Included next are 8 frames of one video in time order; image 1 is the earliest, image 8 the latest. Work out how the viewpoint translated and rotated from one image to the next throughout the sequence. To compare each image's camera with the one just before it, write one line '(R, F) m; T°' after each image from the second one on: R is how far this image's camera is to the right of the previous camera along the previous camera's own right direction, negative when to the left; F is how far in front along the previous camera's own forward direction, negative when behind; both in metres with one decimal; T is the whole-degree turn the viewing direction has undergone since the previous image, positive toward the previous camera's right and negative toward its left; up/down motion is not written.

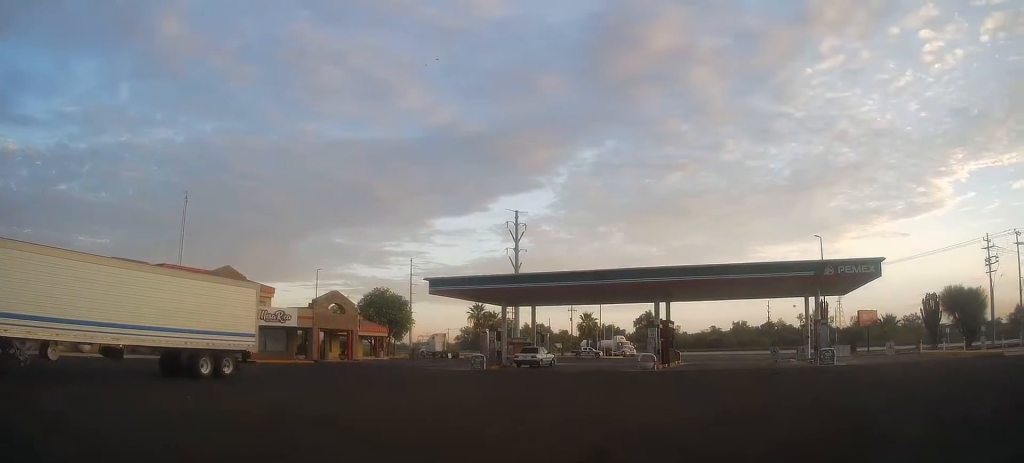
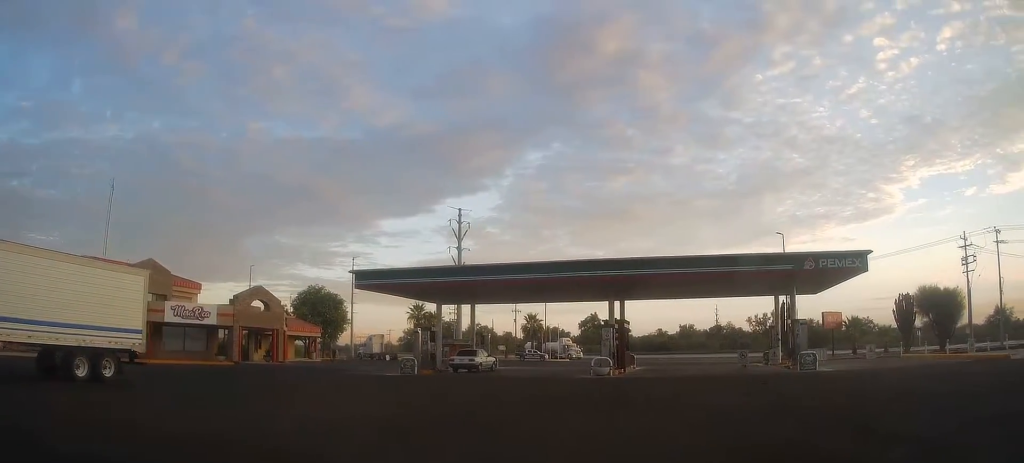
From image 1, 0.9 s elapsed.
(+0.3, +4.2) m; +11°
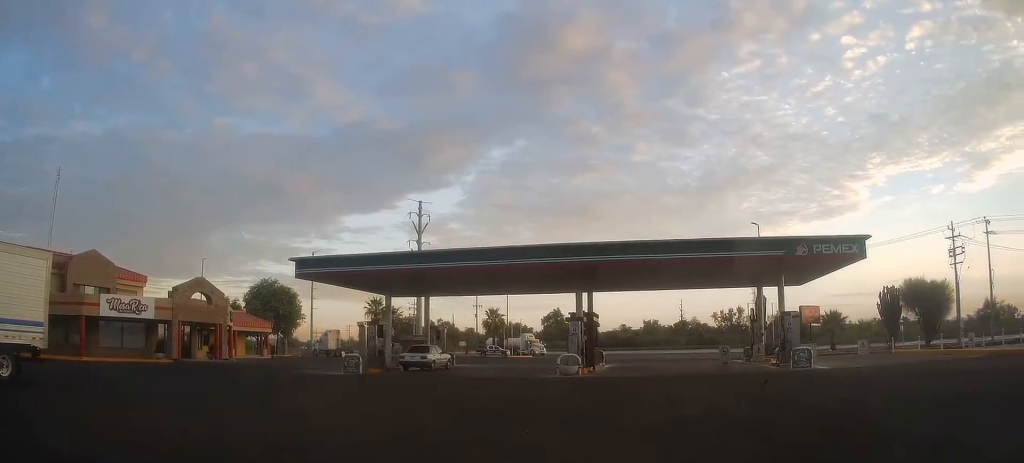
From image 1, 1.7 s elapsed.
(+0.2, +3.4) m; +8°
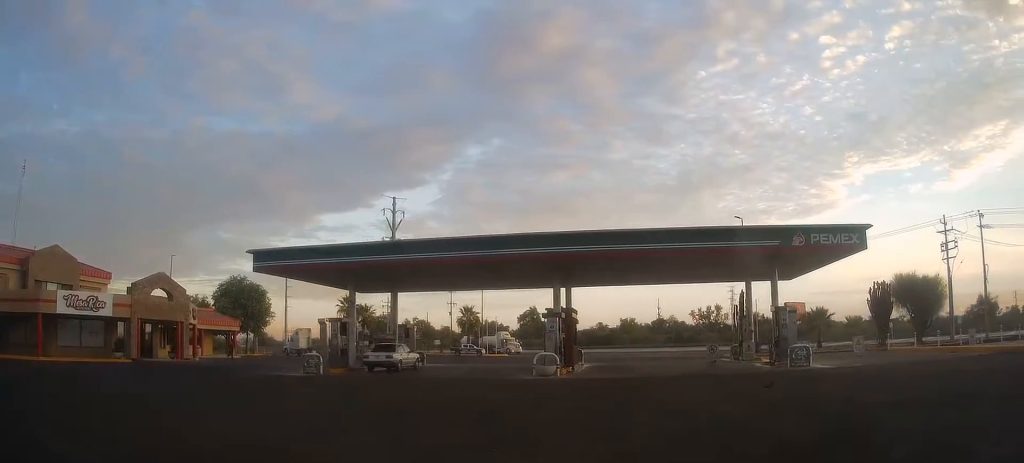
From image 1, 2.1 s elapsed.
(+0.3, +2.2) m; +5°
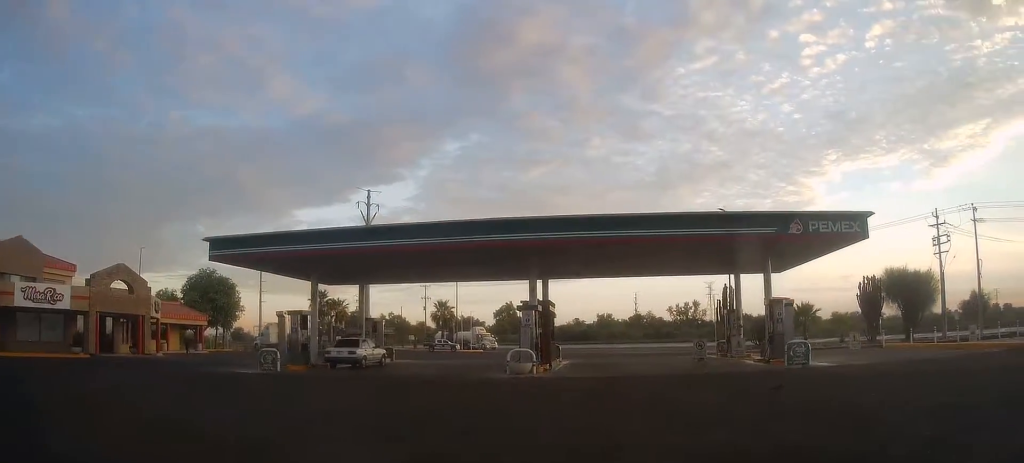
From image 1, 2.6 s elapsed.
(+0.1, +2.1) m; +2°
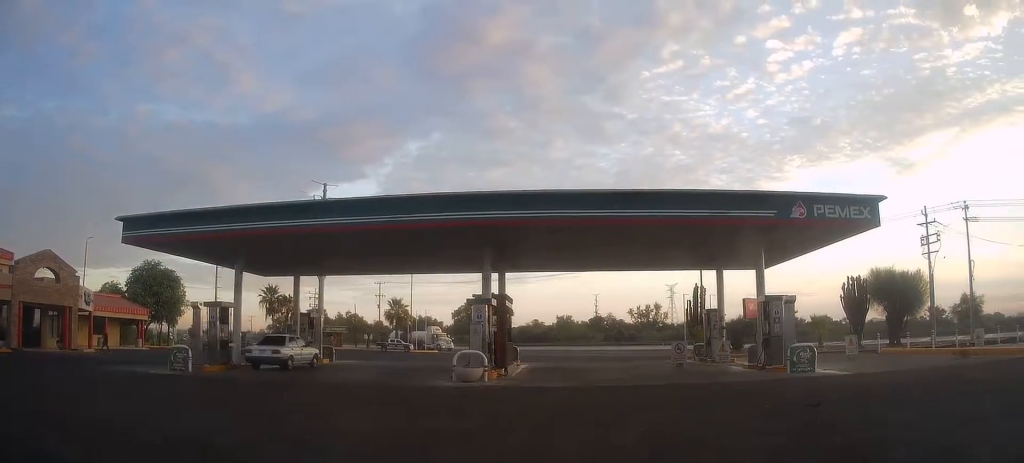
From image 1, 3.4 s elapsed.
(0.0, +3.9) m; 0°
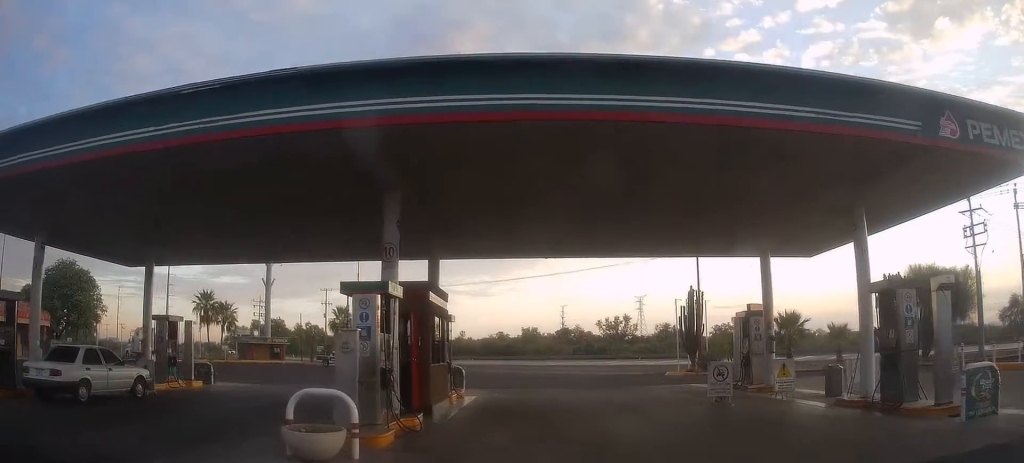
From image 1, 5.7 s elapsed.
(0.0, +10.3) m; 0°
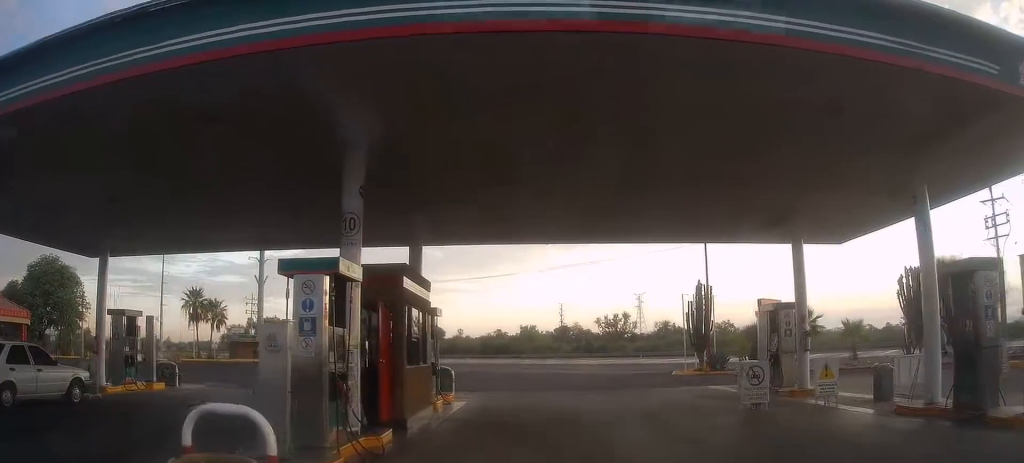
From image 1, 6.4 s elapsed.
(0.0, +2.7) m; 0°
